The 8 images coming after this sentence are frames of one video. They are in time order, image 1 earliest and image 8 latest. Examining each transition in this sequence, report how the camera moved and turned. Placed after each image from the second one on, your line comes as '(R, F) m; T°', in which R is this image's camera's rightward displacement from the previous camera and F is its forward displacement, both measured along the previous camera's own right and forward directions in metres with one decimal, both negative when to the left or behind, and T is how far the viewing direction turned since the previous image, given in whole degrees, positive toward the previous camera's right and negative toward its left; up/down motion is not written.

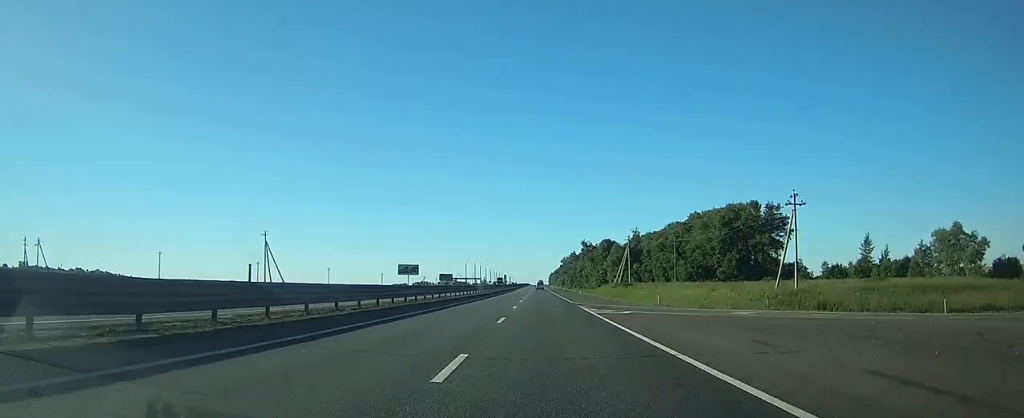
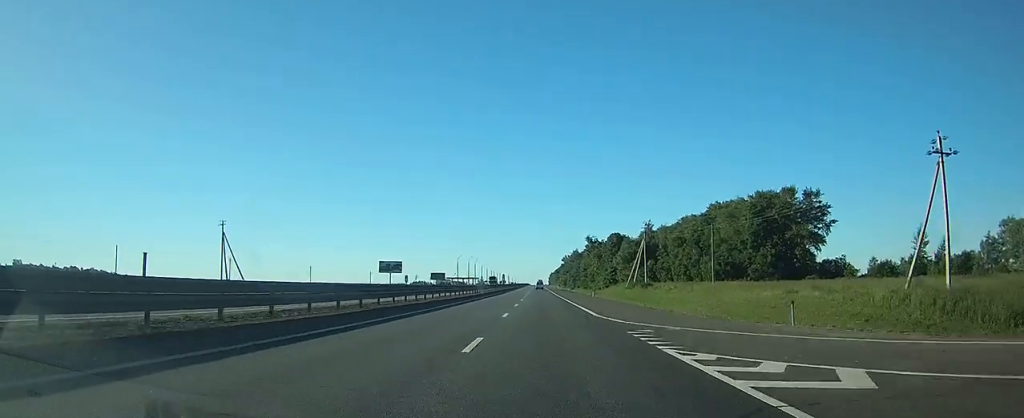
(0.0, +20.6) m; 0°
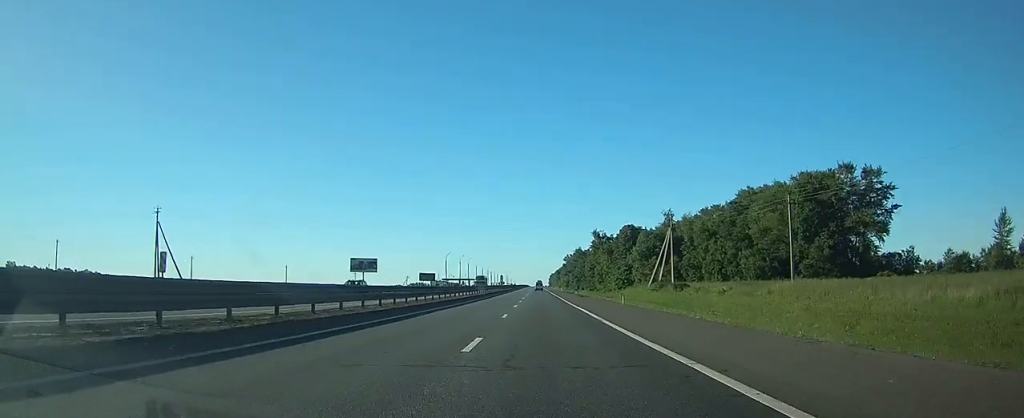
(0.0, +23.5) m; 0°
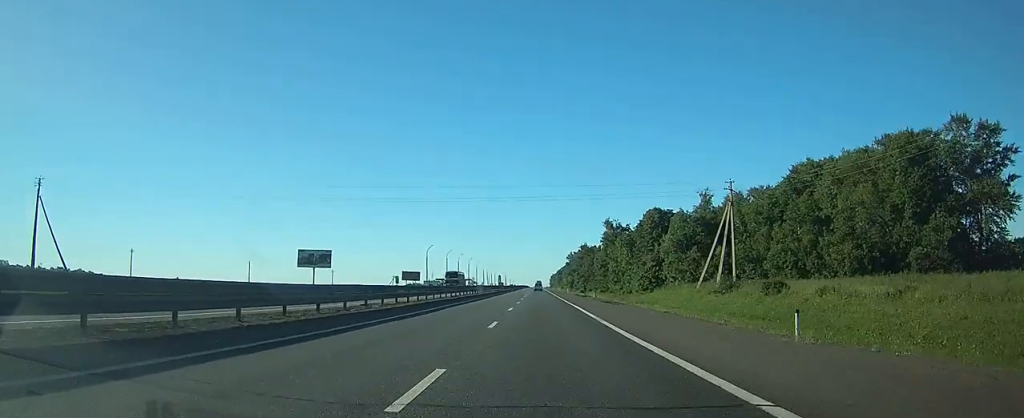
(0.0, +29.2) m; 0°
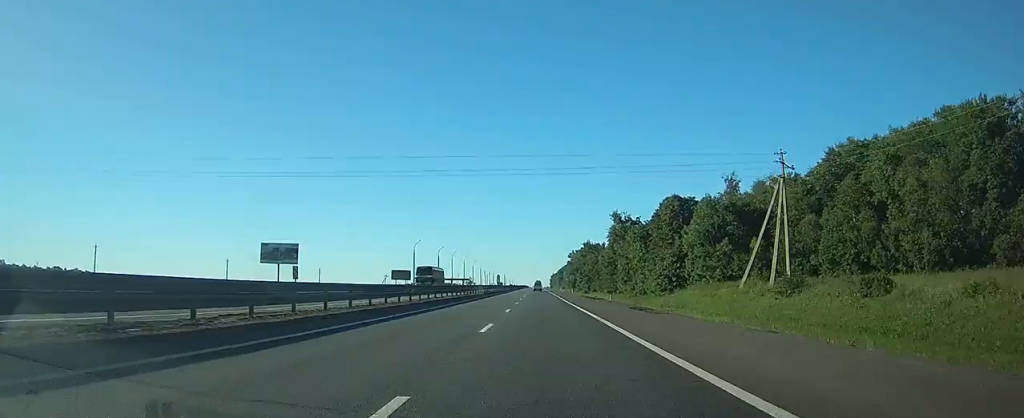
(0.0, +14.2) m; 0°
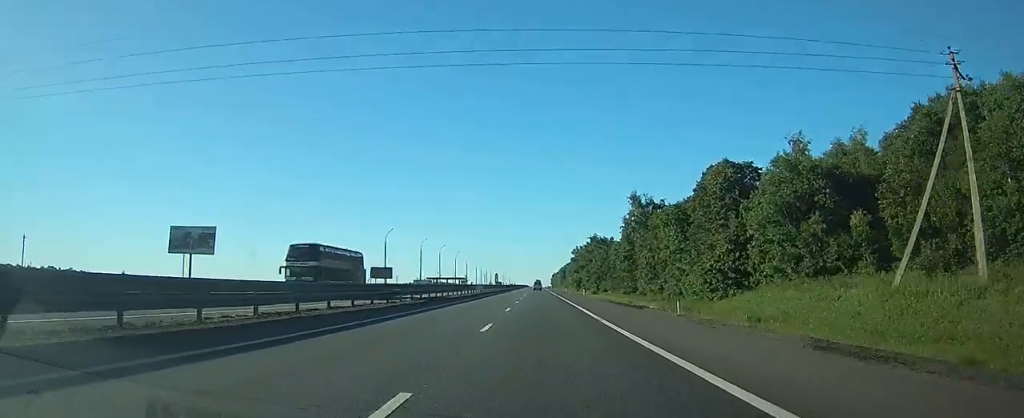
(0.0, +23.7) m; 0°
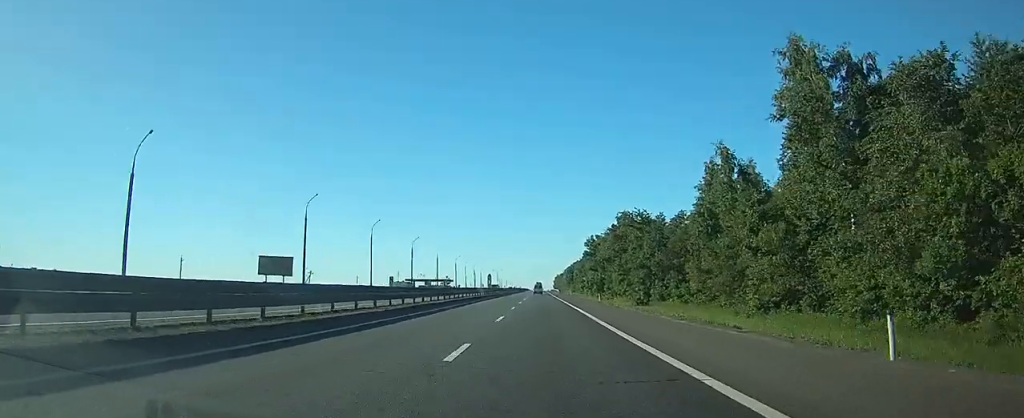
(-0.1, +65.4) m; 0°
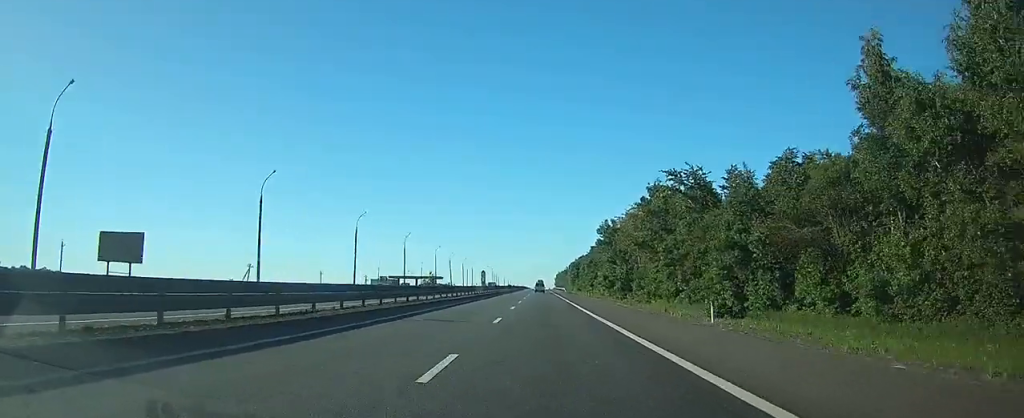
(-0.1, +38.0) m; 0°
